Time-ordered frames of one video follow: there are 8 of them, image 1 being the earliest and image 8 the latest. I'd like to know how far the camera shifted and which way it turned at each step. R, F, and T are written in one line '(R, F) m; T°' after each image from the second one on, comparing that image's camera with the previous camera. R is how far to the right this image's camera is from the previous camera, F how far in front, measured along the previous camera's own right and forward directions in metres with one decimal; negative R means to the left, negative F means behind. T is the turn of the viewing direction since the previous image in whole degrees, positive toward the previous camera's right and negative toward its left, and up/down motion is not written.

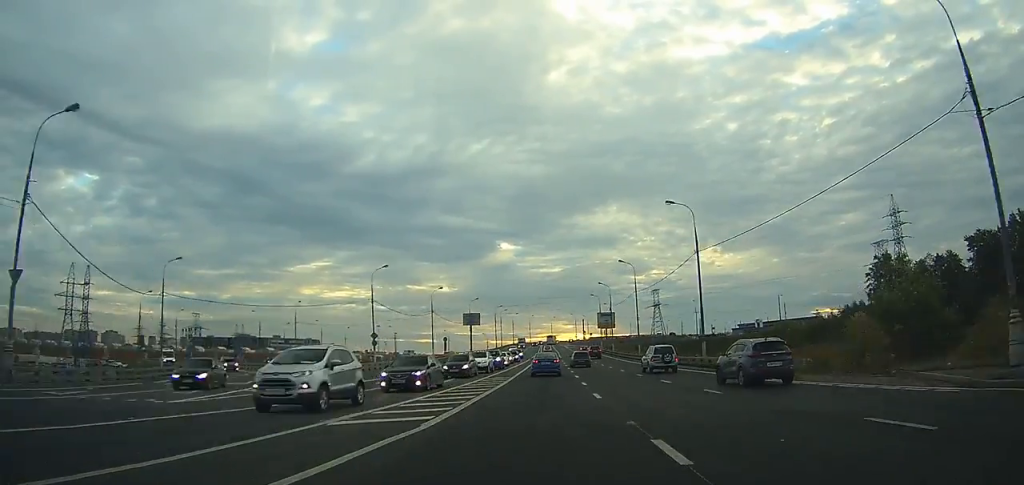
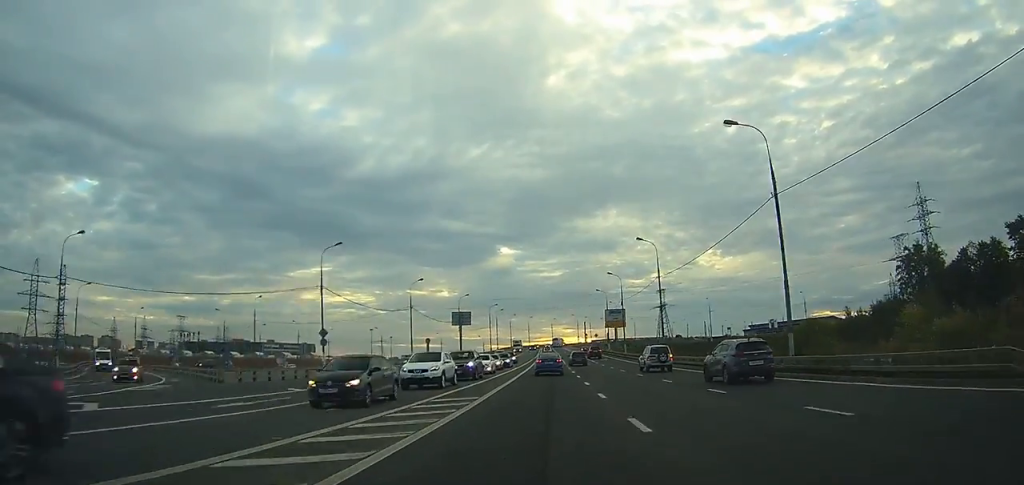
(-0.1, +15.6) m; 0°
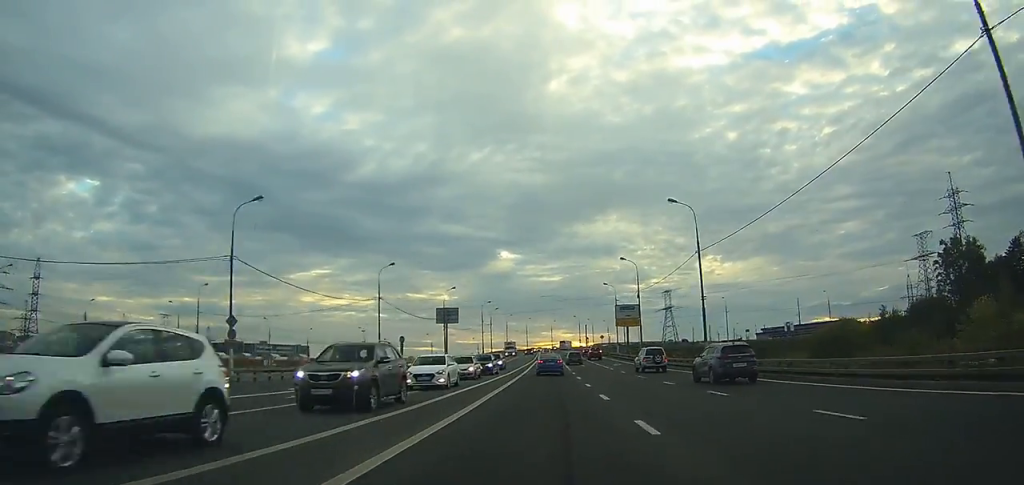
(0.0, +15.9) m; 0°
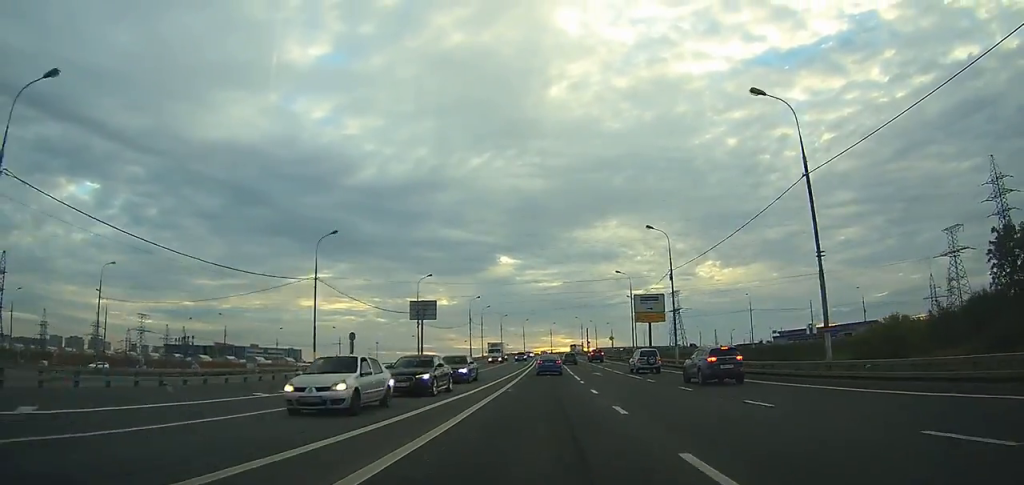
(0.0, +20.2) m; 0°
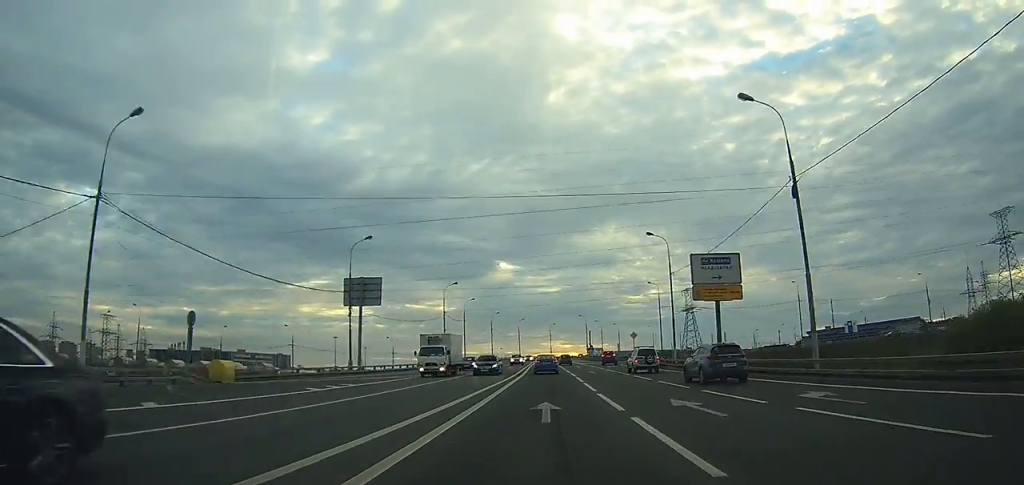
(-0.1, +28.2) m; 0°
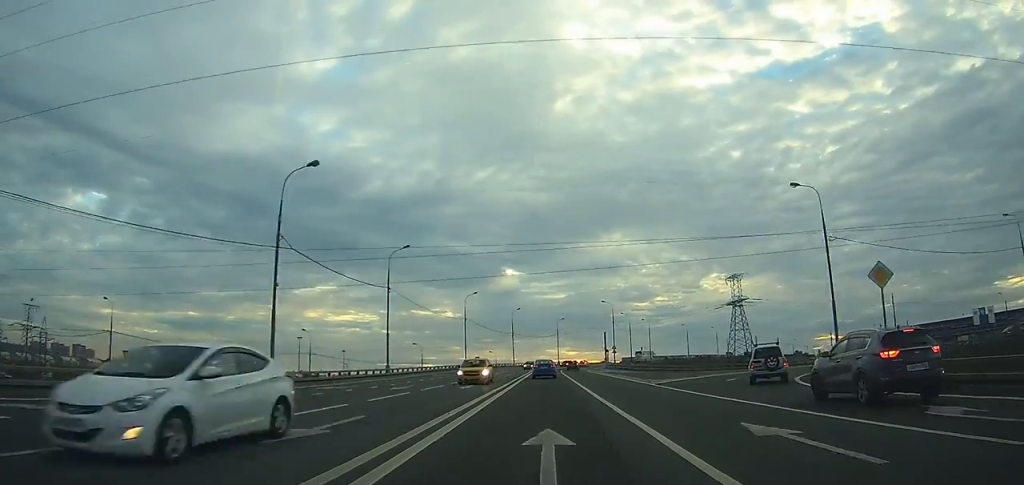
(-0.5, +59.5) m; 0°
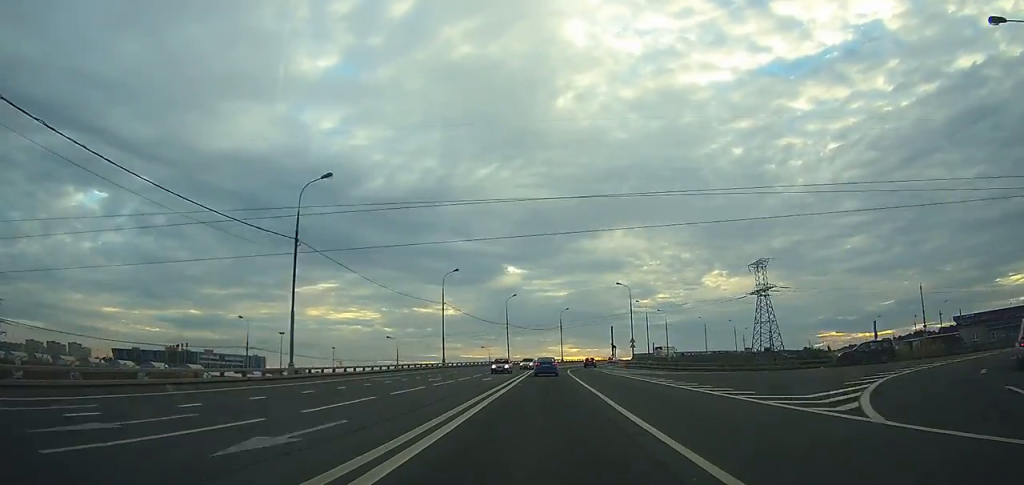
(0.0, +22.6) m; 0°
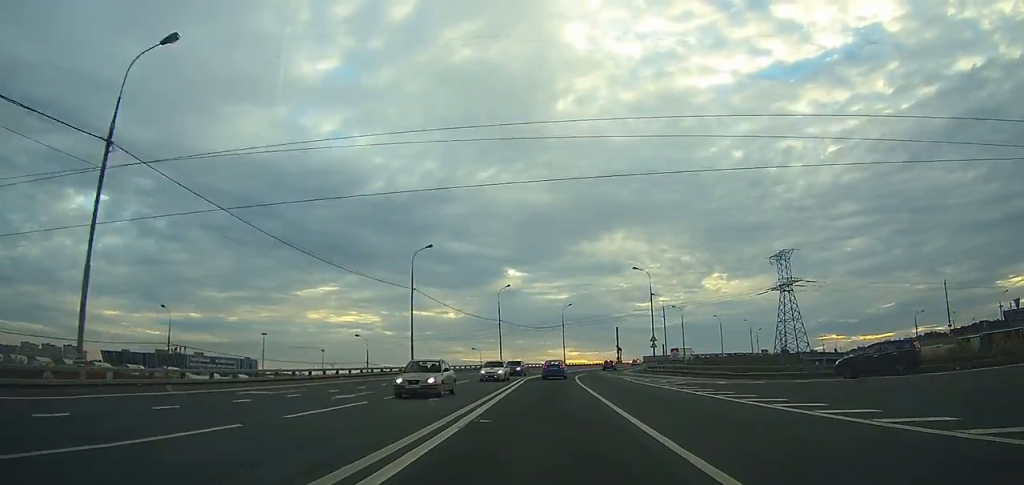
(+0.1, +16.7) m; 0°
